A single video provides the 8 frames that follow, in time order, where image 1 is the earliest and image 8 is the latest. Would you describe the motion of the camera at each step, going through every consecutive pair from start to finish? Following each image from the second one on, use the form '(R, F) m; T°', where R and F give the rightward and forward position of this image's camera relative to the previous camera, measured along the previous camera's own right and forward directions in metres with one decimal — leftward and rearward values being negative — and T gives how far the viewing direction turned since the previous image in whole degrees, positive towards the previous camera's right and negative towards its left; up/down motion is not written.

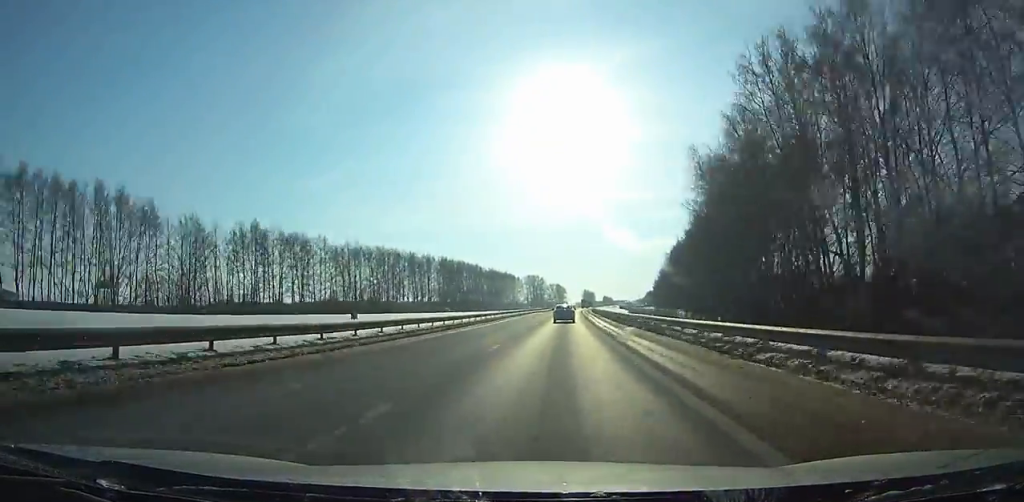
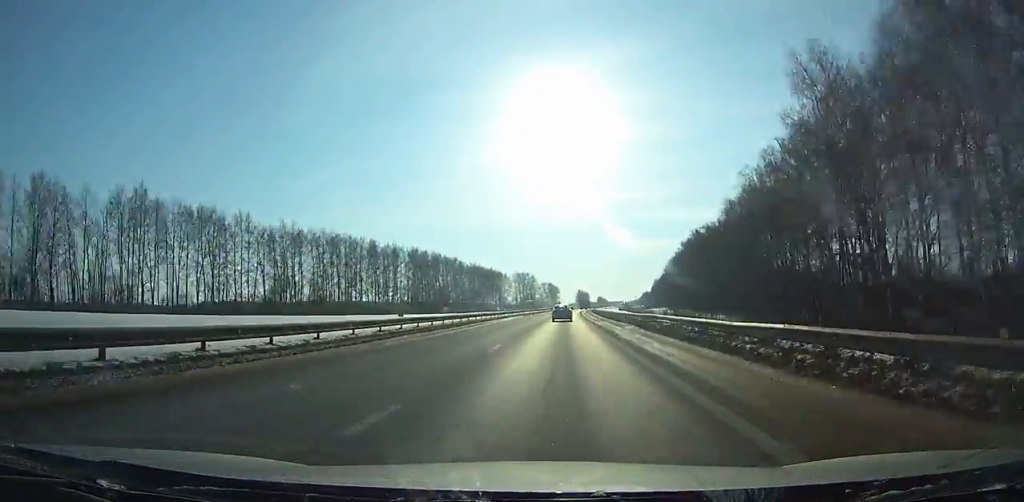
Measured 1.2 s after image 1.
(+0.3, +36.6) m; 0°
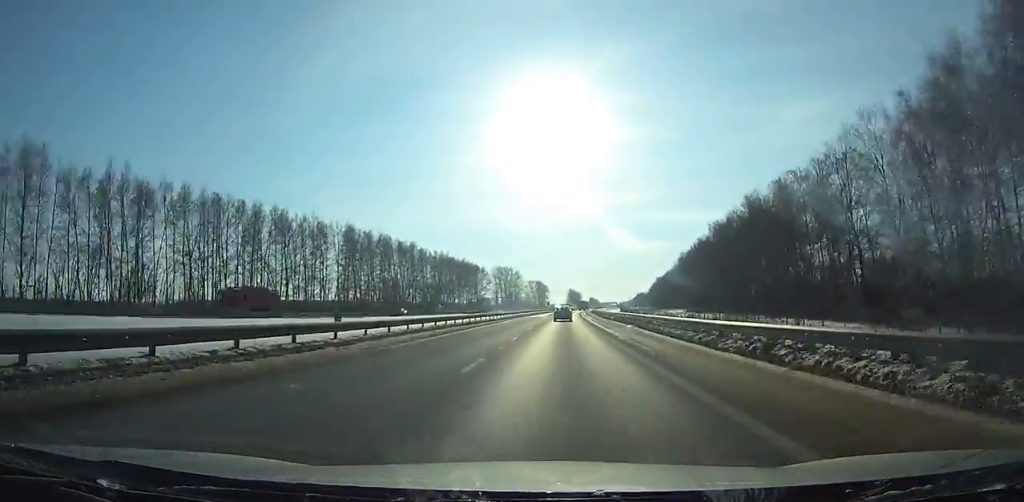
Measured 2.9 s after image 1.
(+0.3, +52.2) m; +1°
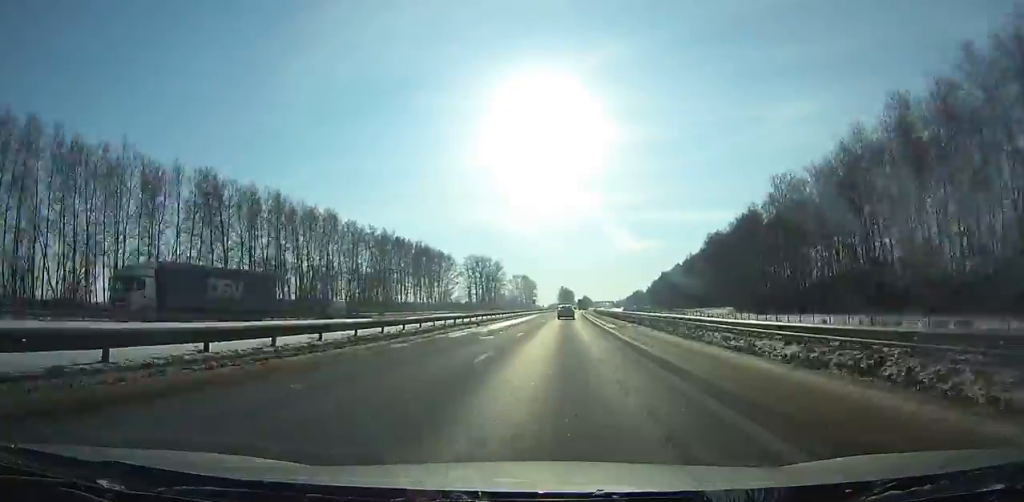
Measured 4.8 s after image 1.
(+0.3, +58.9) m; +1°
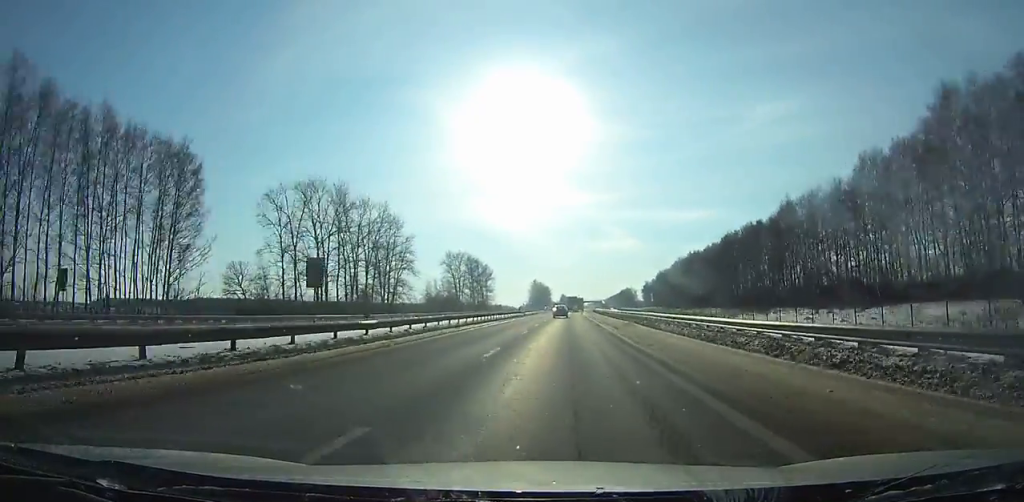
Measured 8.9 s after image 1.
(+3.0, +126.5) m; +2°
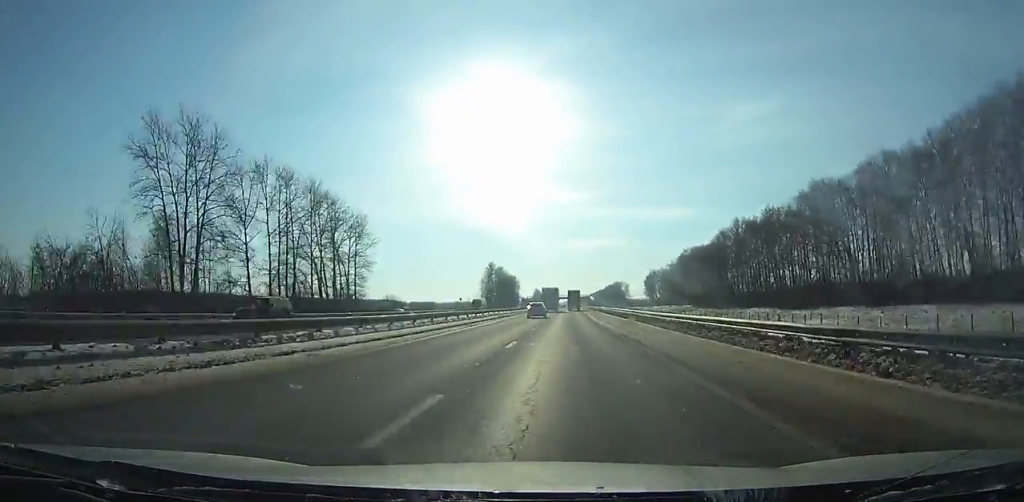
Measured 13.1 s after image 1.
(+1.9, +124.1) m; +2°
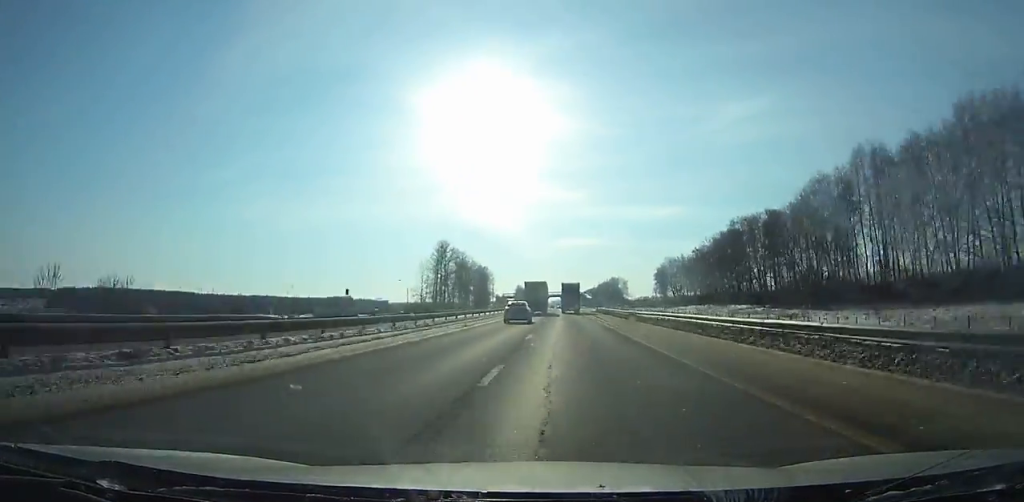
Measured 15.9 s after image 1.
(+0.8, +76.8) m; +1°
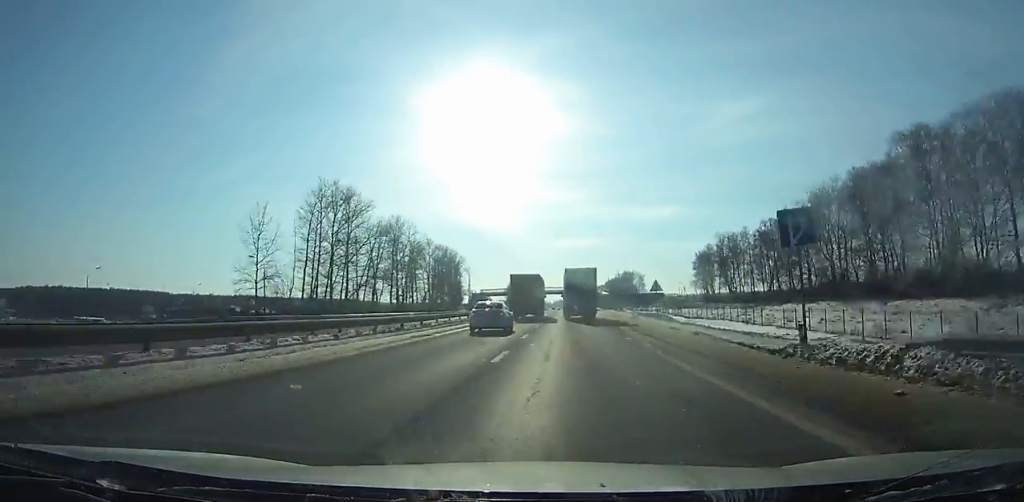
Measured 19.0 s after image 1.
(+0.4, +78.5) m; 0°
